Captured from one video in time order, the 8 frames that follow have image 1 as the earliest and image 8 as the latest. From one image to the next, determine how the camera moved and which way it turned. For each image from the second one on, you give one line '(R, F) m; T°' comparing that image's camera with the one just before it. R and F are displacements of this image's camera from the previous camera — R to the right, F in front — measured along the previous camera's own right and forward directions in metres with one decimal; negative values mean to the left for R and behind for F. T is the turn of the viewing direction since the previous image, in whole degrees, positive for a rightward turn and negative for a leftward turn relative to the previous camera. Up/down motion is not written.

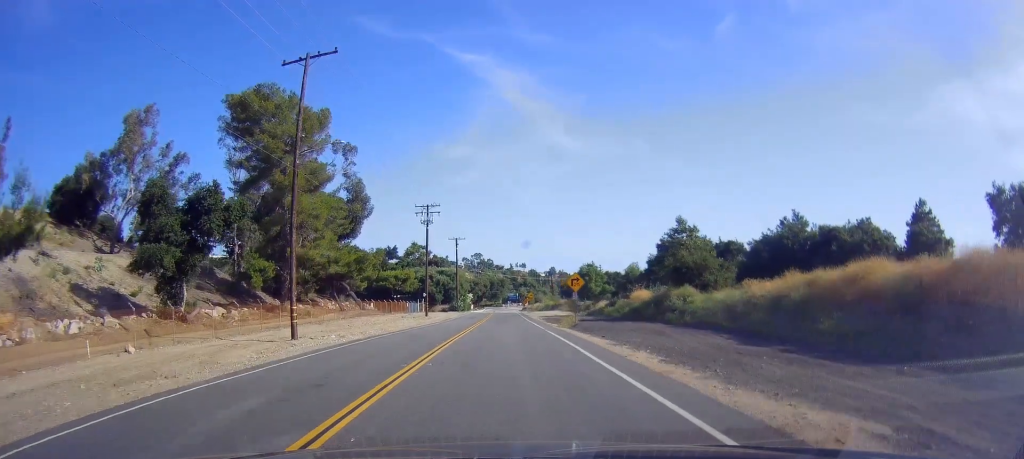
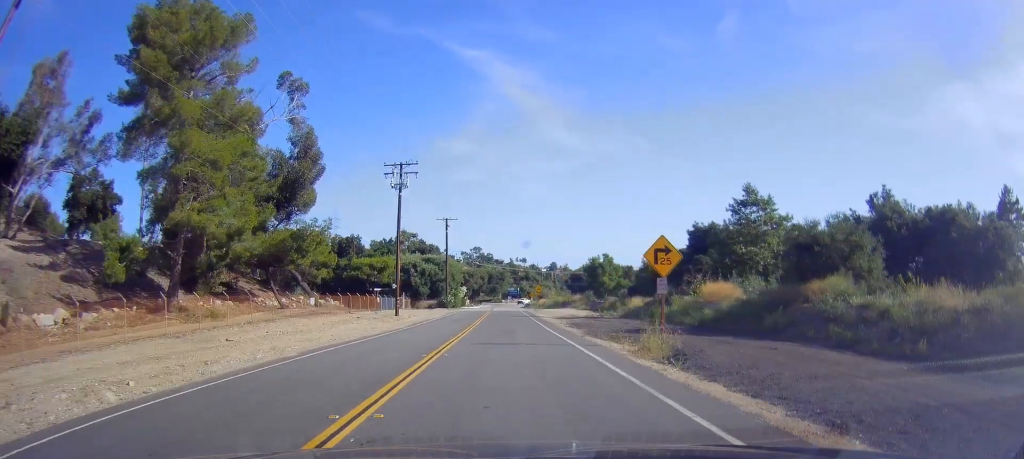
(0.0, +20.5) m; 0°
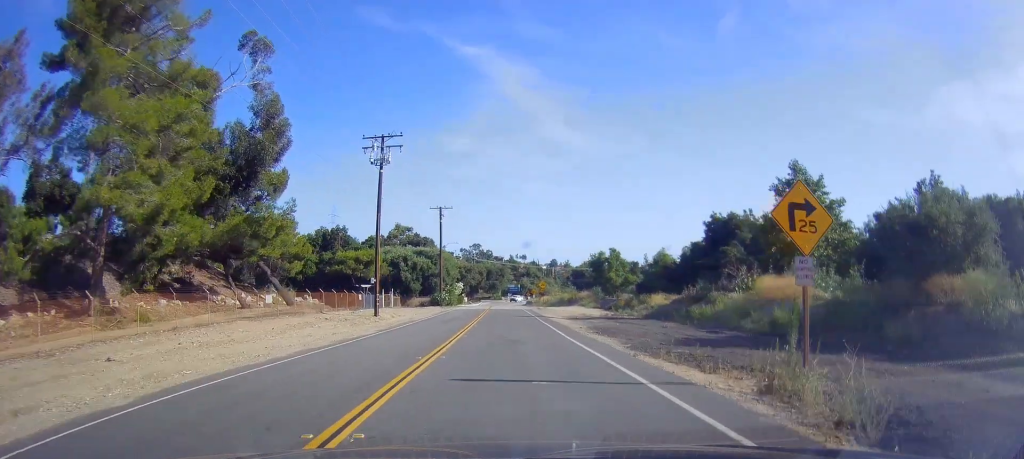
(0.0, +8.1) m; 0°
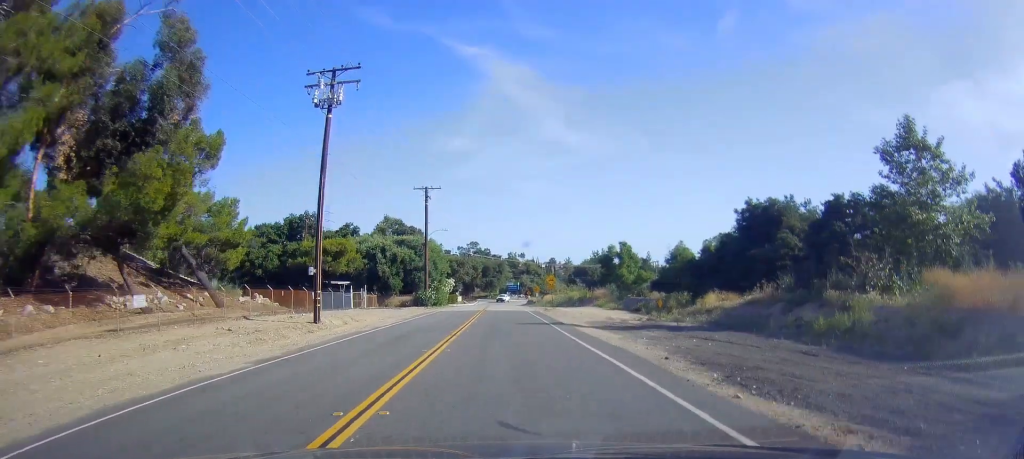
(0.0, +14.0) m; +1°
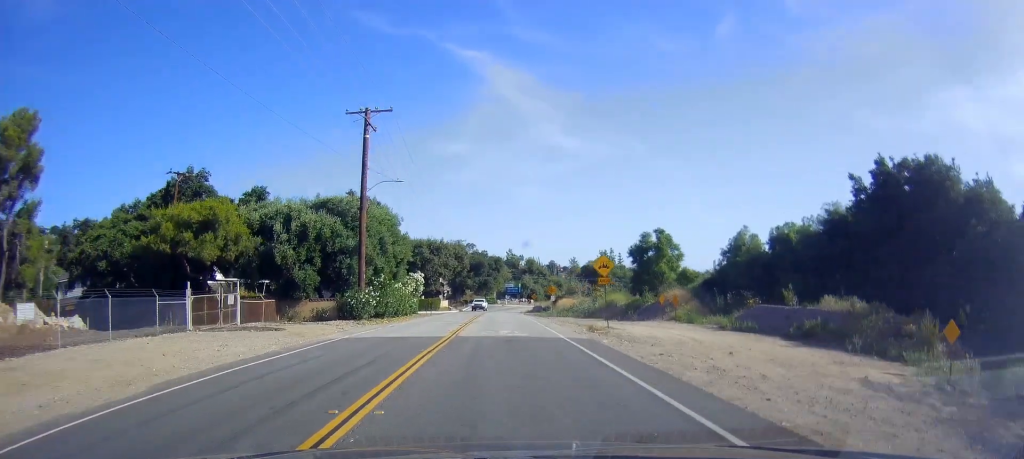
(+1.2, +29.2) m; +2°
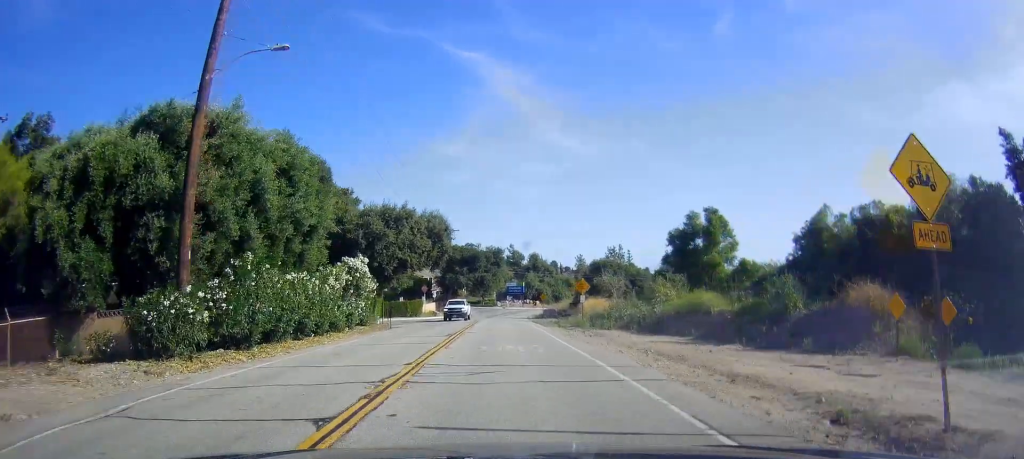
(-1.1, +21.7) m; -3°
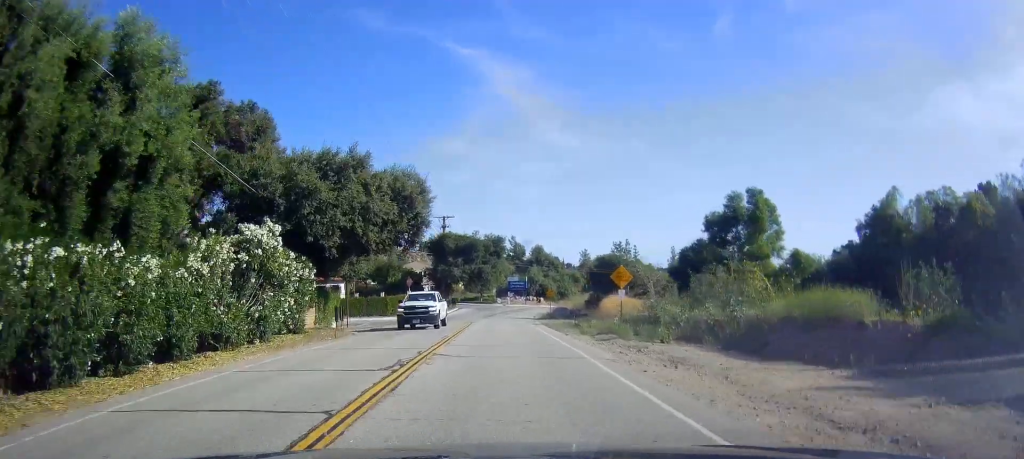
(0.0, +11.5) m; 0°
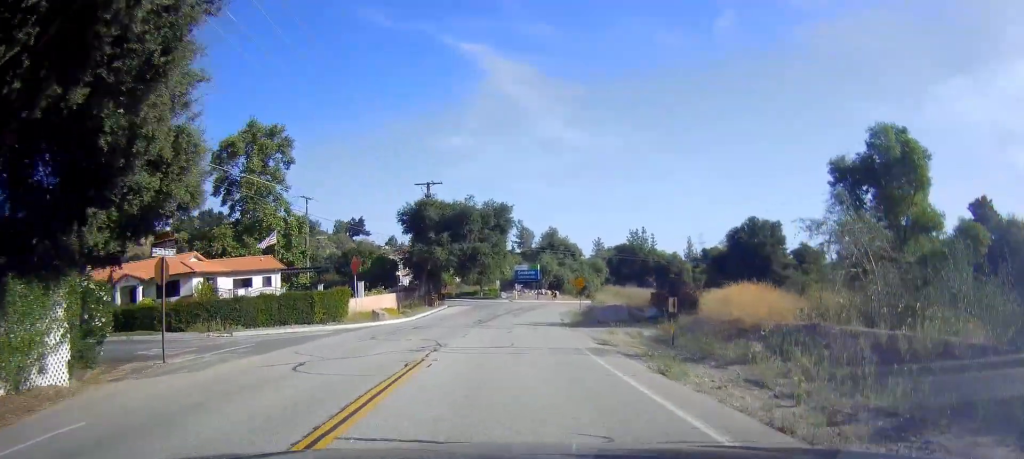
(0.0, +22.8) m; 0°
